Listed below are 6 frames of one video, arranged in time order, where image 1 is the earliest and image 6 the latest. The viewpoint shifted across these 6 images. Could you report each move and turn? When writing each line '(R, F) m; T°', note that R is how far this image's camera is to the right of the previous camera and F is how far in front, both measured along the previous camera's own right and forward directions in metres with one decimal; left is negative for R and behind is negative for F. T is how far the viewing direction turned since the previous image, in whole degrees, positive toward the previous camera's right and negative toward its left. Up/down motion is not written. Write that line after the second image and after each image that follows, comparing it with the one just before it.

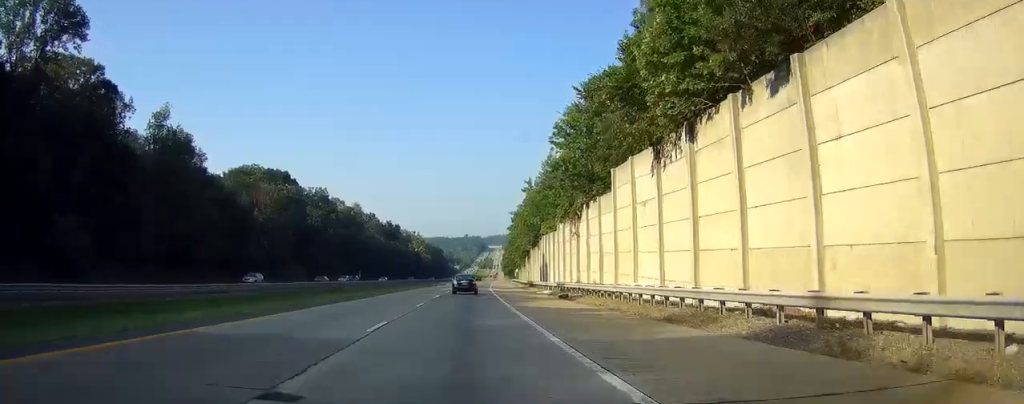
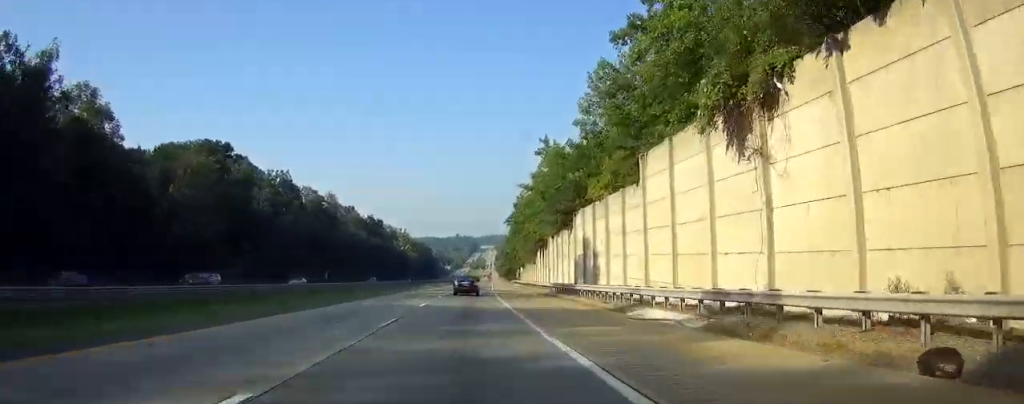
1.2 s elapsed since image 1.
(+0.2, +36.6) m; +1°
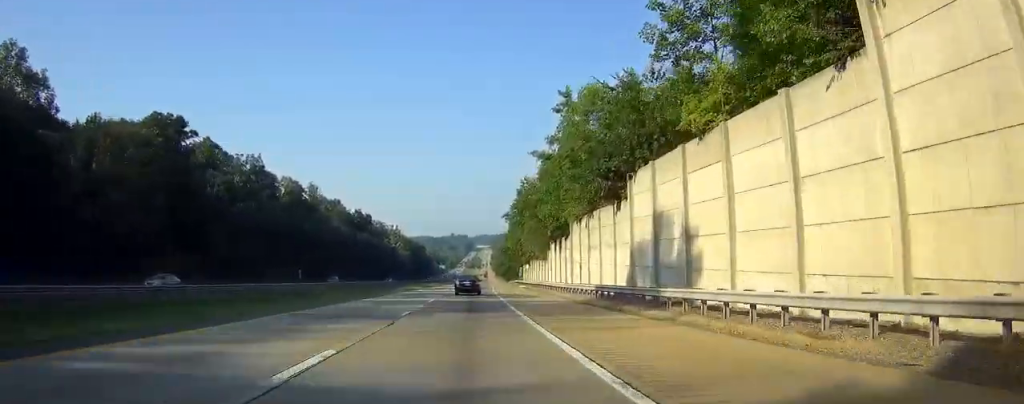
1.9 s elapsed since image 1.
(+0.1, +21.4) m; +1°
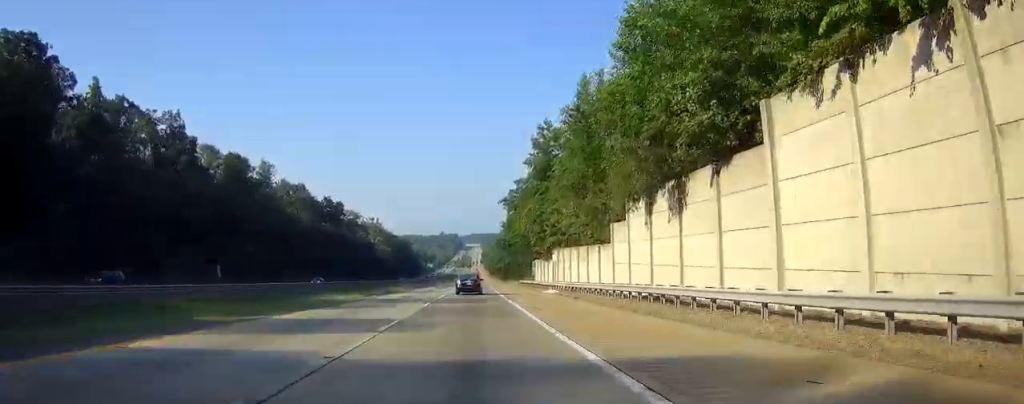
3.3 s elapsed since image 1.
(+0.4, +42.8) m; +1°
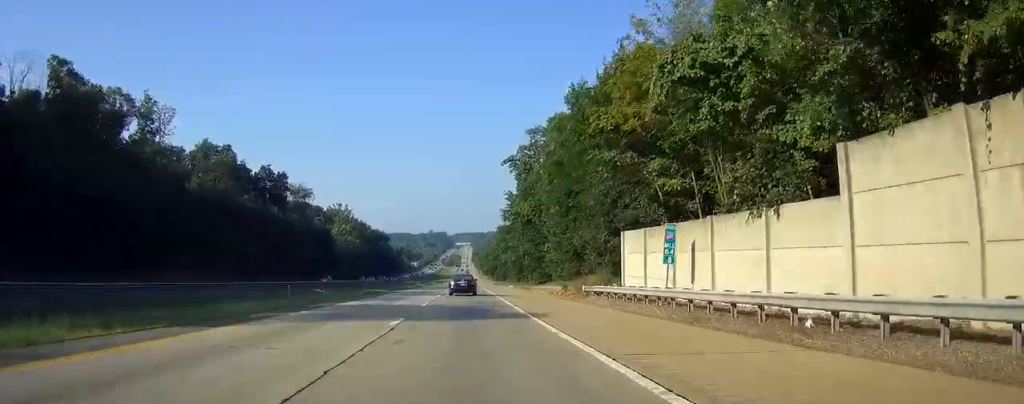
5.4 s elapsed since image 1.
(+1.2, +63.9) m; +2°
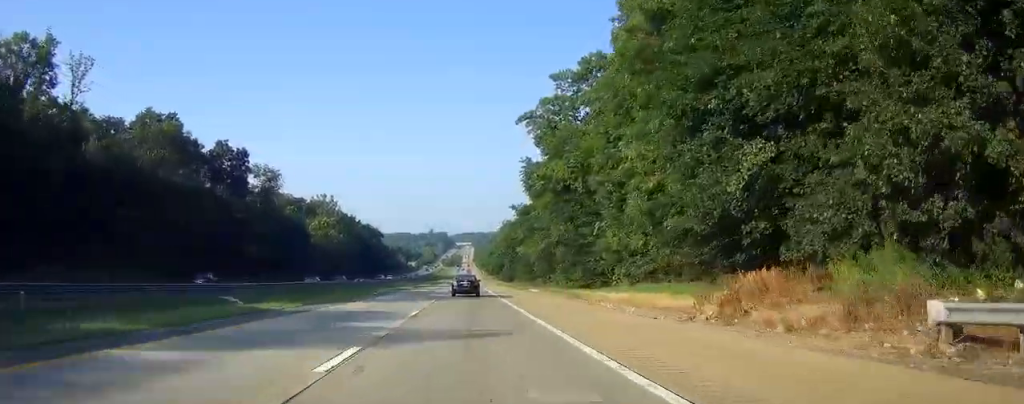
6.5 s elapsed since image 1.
(0.0, +33.2) m; 0°
